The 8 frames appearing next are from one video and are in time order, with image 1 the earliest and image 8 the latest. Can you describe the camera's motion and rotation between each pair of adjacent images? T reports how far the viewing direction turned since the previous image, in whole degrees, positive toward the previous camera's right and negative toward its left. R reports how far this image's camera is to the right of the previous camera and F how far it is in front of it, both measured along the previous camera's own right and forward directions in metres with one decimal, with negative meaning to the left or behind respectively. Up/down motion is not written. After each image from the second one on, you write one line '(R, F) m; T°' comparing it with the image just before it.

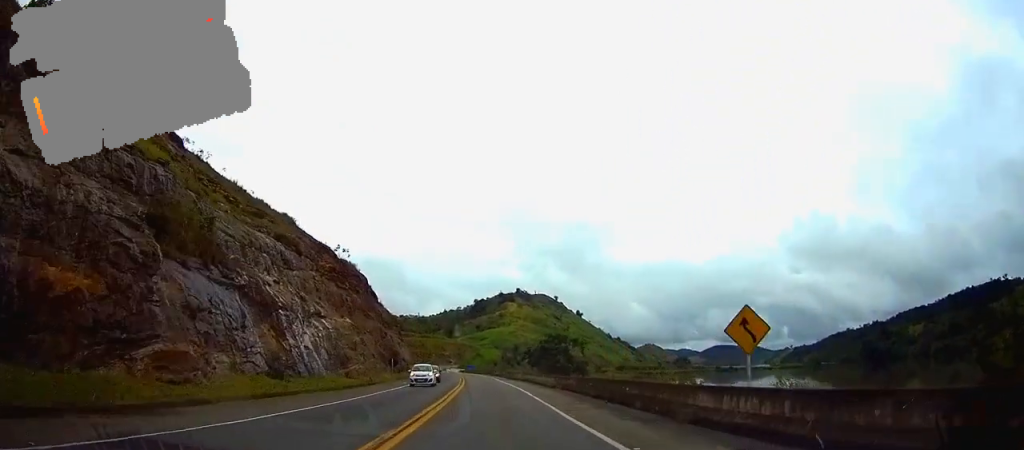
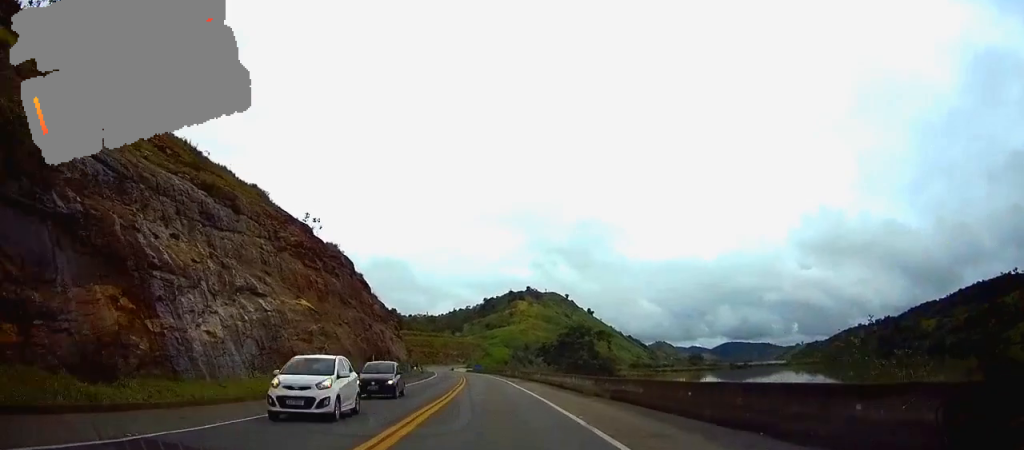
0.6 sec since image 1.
(-0.5, +16.8) m; -1°
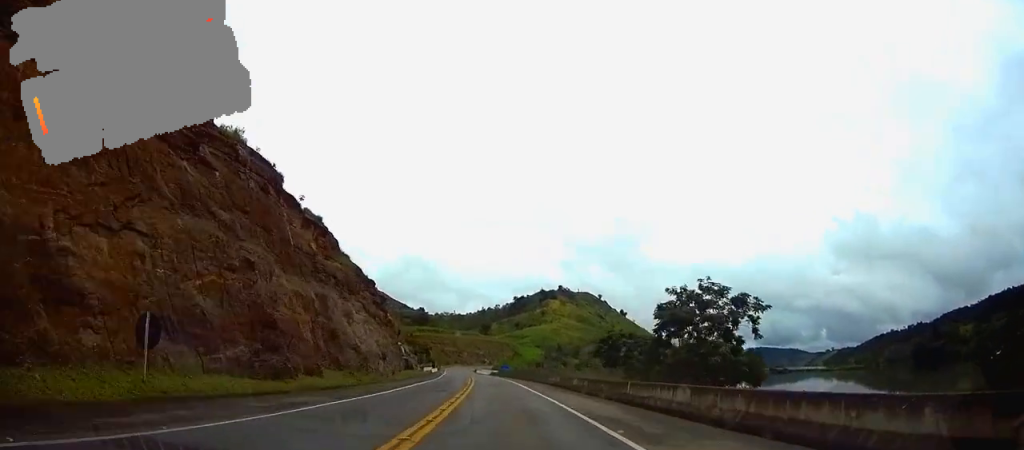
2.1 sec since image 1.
(-0.4, +43.0) m; -1°
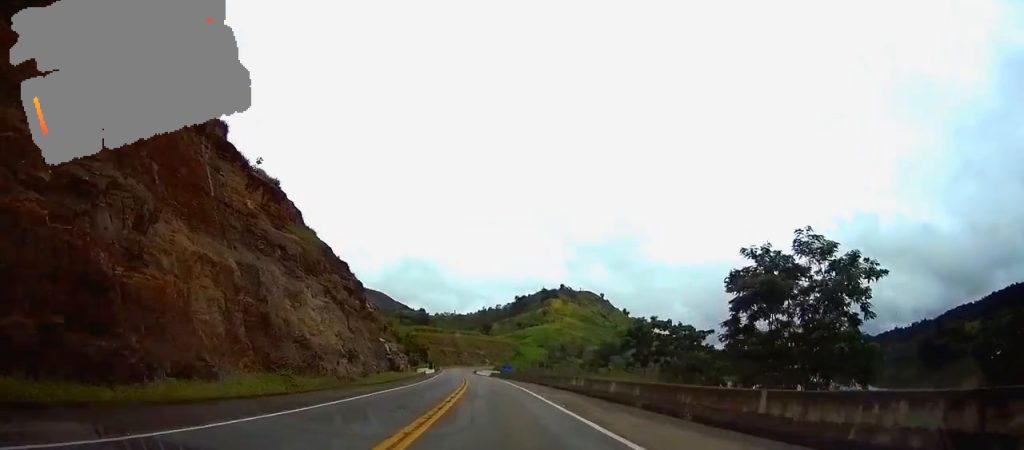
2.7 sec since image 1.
(0.0, +14.8) m; 0°
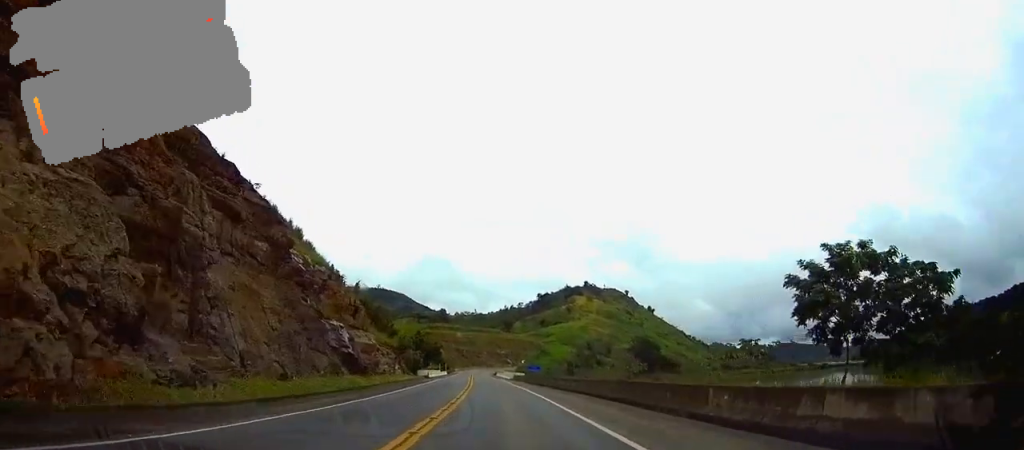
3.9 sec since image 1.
(0.0, +32.9) m; 0°
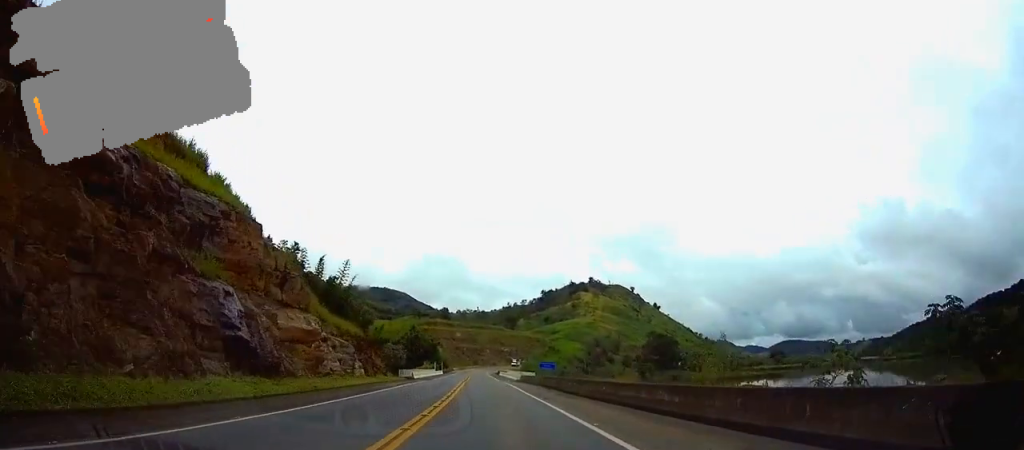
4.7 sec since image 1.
(0.0, +23.5) m; -1°
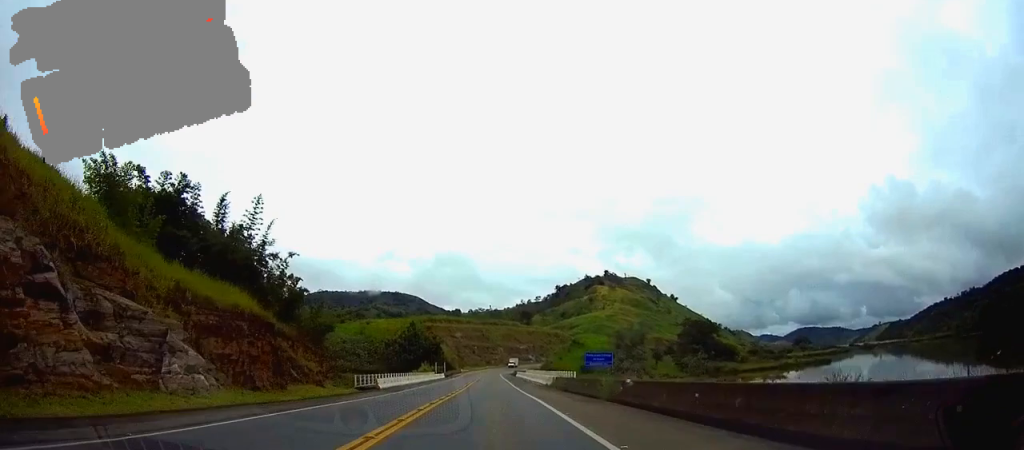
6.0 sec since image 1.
(-0.8, +34.0) m; -2°
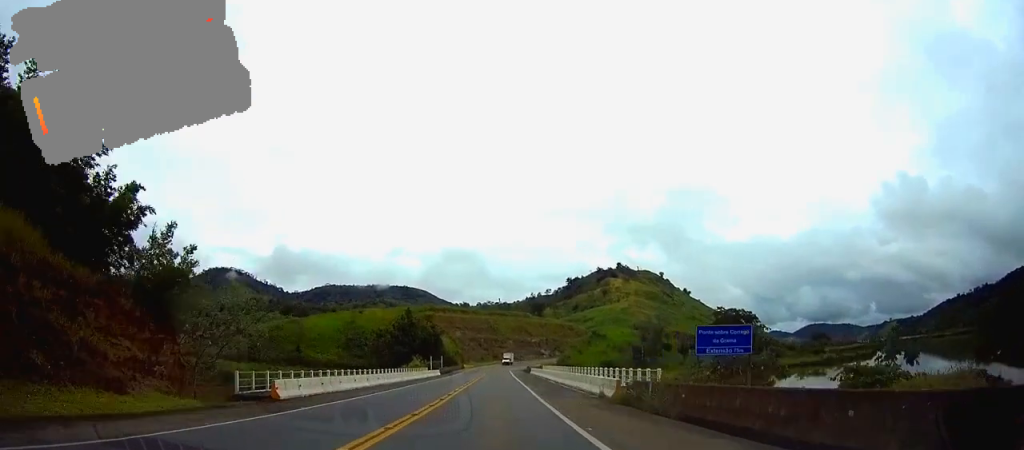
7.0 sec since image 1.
(-0.2, +26.6) m; 0°
